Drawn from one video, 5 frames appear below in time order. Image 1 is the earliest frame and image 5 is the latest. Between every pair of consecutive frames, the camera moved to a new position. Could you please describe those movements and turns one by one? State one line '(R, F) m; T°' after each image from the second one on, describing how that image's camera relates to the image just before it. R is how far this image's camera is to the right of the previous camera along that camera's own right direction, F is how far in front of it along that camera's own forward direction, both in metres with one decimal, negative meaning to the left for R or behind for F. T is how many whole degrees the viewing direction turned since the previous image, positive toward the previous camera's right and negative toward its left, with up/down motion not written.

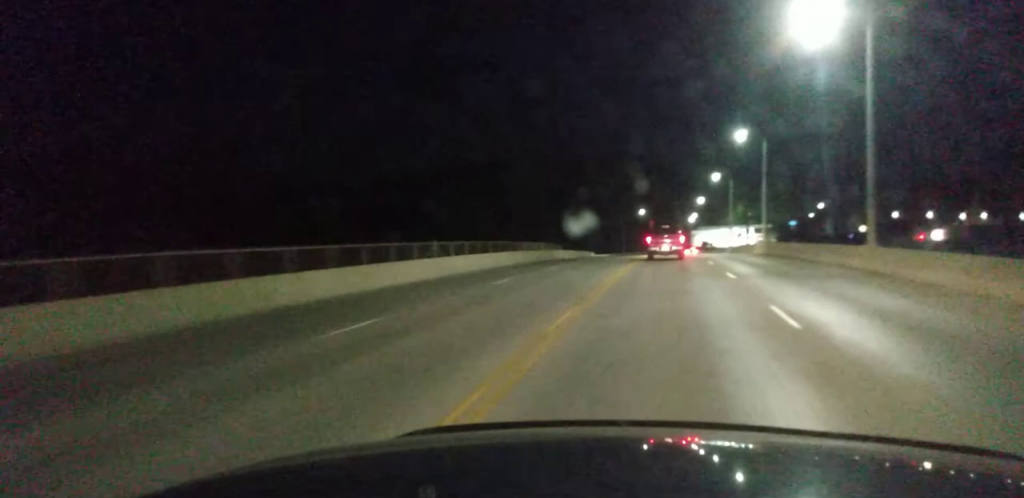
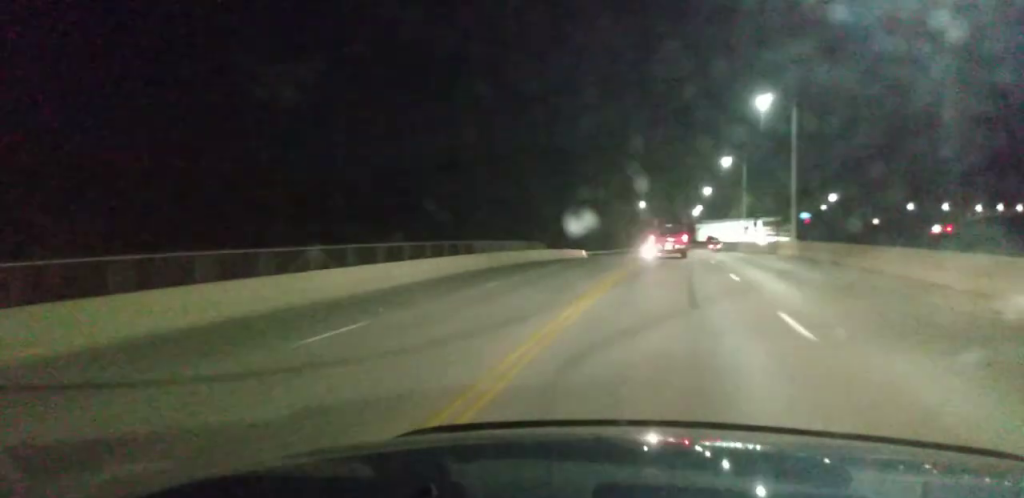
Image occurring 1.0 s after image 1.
(+0.2, +13.2) m; +1°
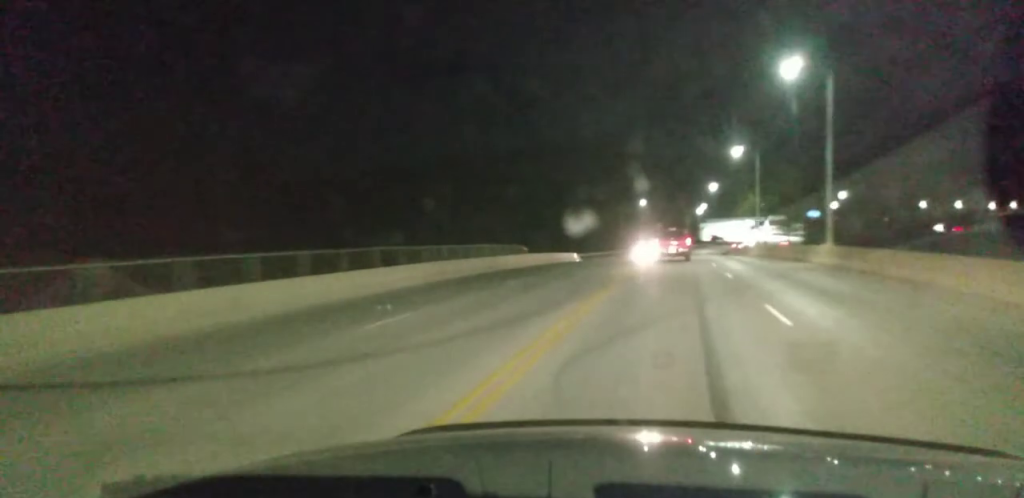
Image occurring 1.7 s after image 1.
(+0.1, +10.3) m; 0°
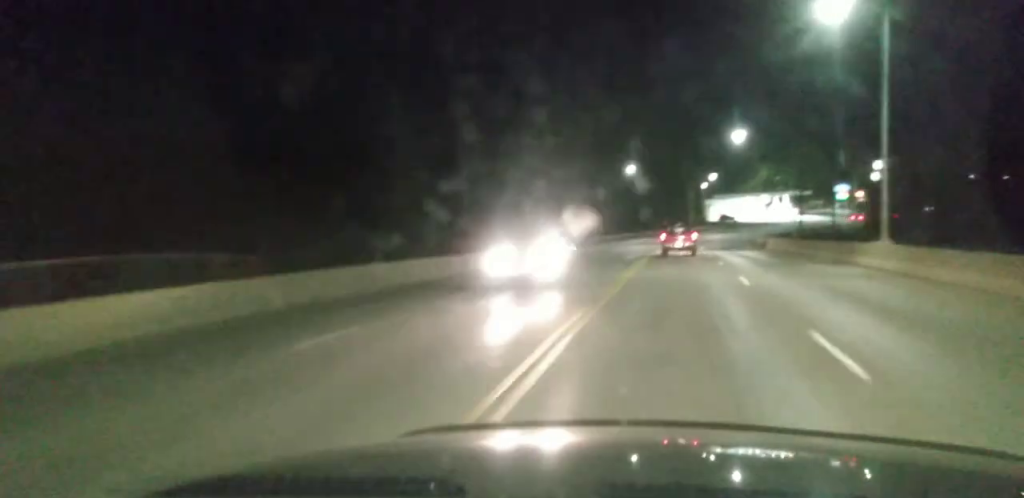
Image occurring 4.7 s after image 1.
(+0.1, +42.0) m; 0°
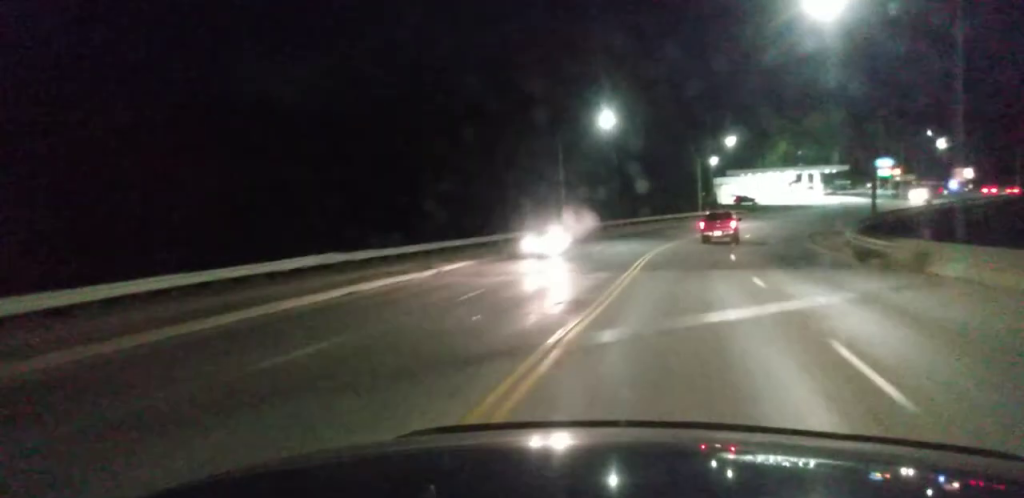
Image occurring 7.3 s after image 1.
(+0.3, +38.9) m; +2°
